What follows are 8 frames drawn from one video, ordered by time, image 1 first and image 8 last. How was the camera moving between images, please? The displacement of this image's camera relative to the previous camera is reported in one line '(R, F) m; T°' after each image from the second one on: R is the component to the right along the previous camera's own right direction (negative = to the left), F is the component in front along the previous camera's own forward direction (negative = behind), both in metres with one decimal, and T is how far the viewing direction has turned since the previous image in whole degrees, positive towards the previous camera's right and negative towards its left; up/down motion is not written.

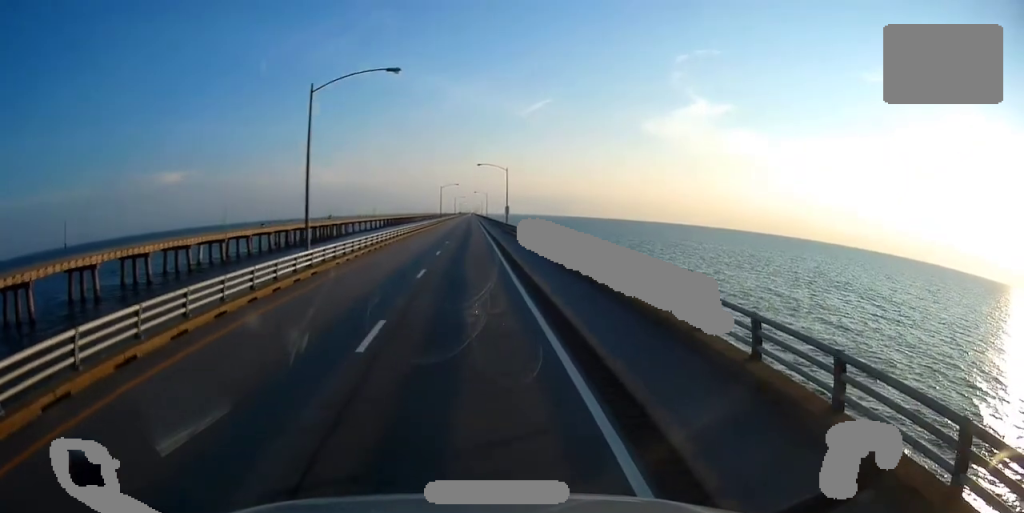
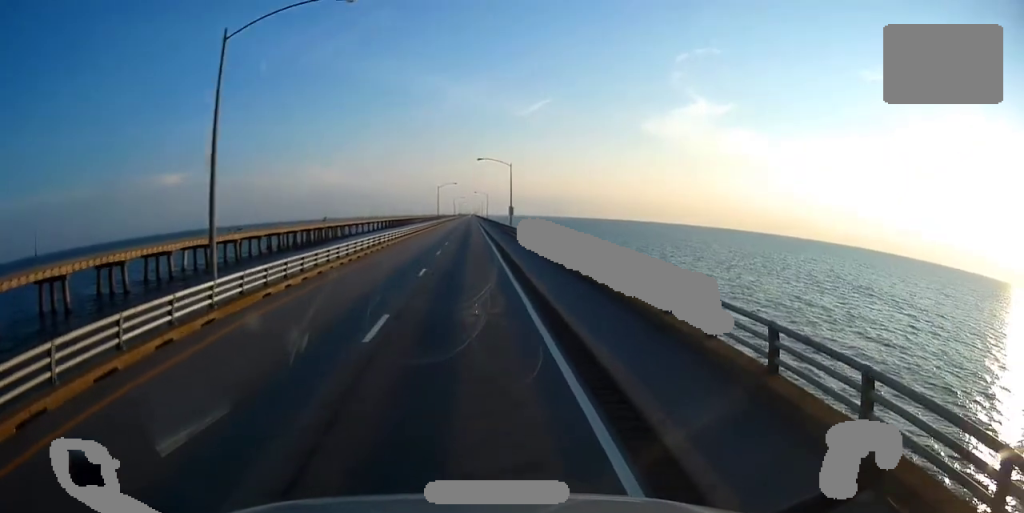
(-0.2, +11.0) m; 0°
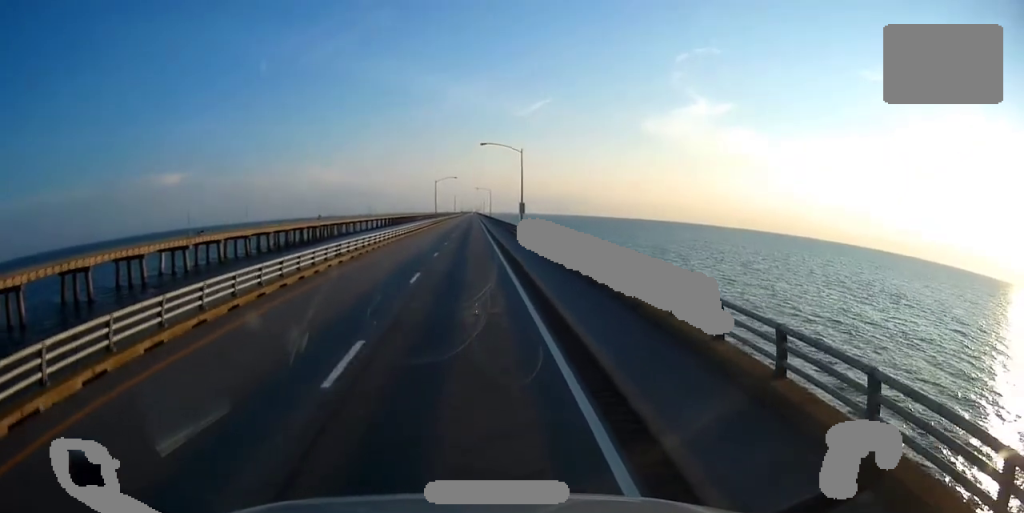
(-0.2, +15.0) m; 0°
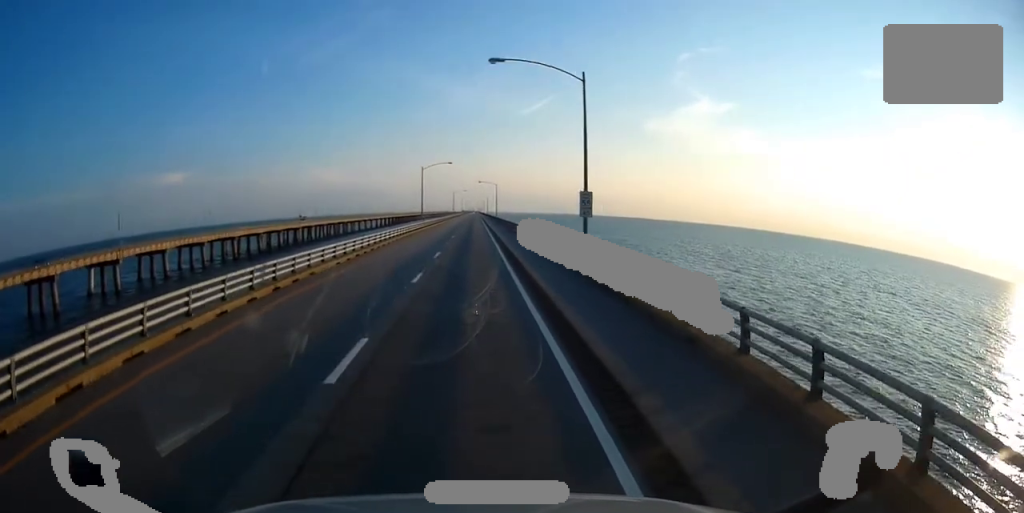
(+0.2, +35.3) m; 0°
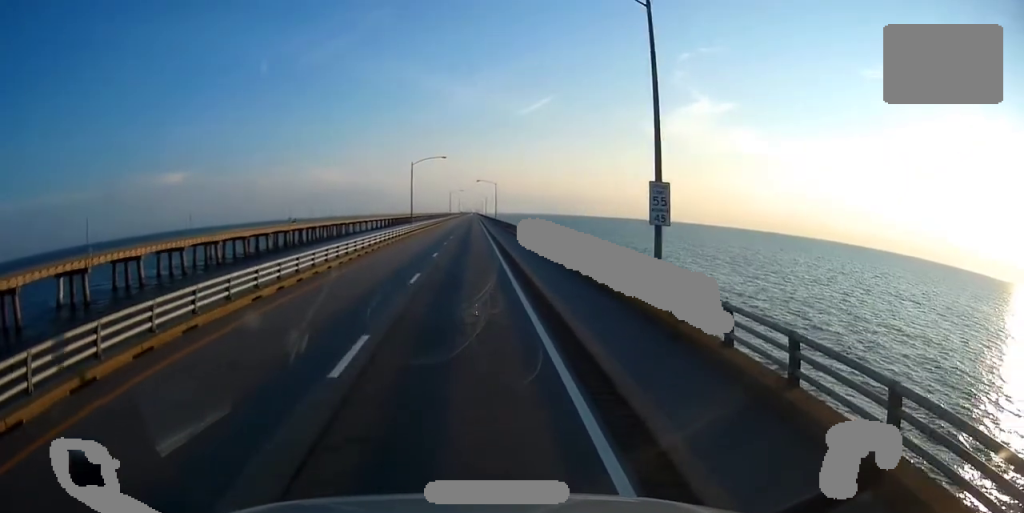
(-0.1, +11.2) m; 0°
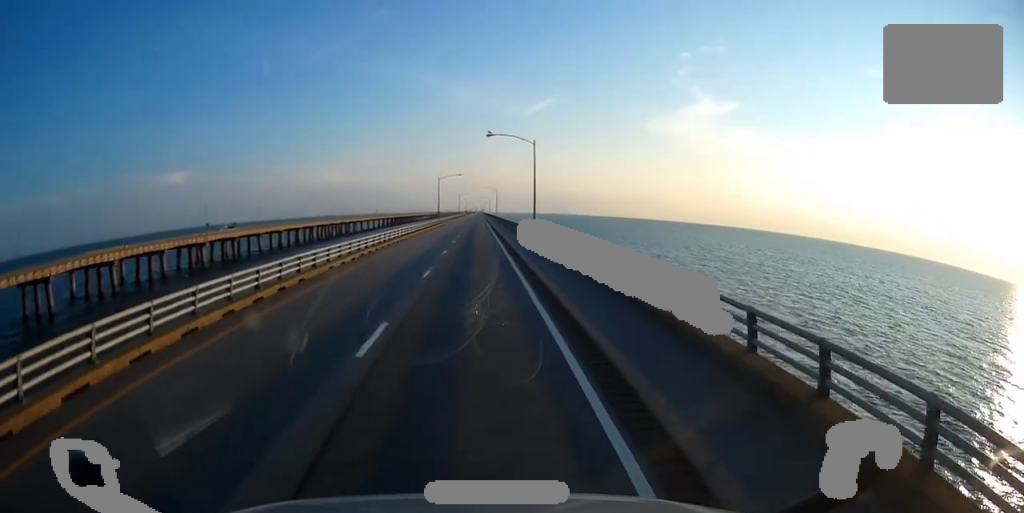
(+0.1, +82.5) m; 0°
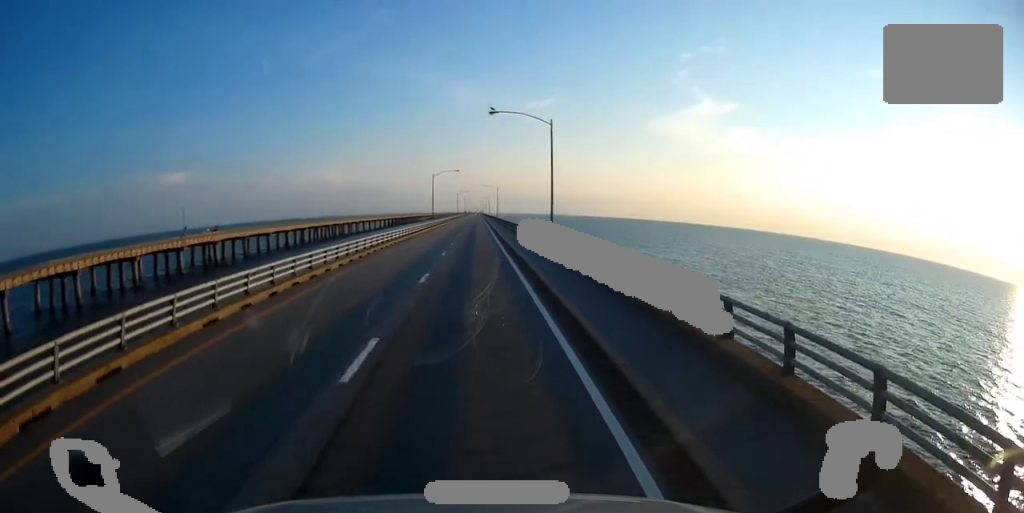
(+0.2, +13.5) m; 0°
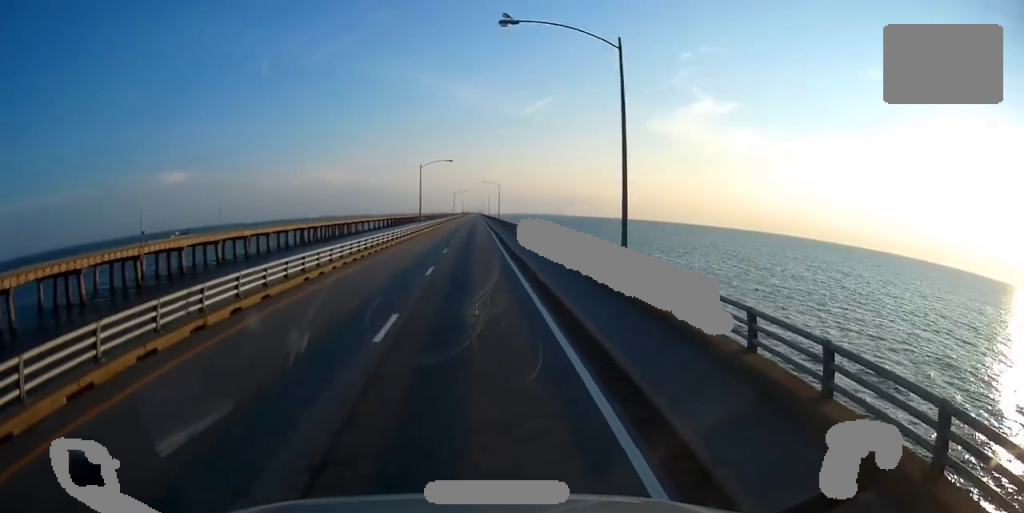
(+0.1, +20.9) m; 0°
